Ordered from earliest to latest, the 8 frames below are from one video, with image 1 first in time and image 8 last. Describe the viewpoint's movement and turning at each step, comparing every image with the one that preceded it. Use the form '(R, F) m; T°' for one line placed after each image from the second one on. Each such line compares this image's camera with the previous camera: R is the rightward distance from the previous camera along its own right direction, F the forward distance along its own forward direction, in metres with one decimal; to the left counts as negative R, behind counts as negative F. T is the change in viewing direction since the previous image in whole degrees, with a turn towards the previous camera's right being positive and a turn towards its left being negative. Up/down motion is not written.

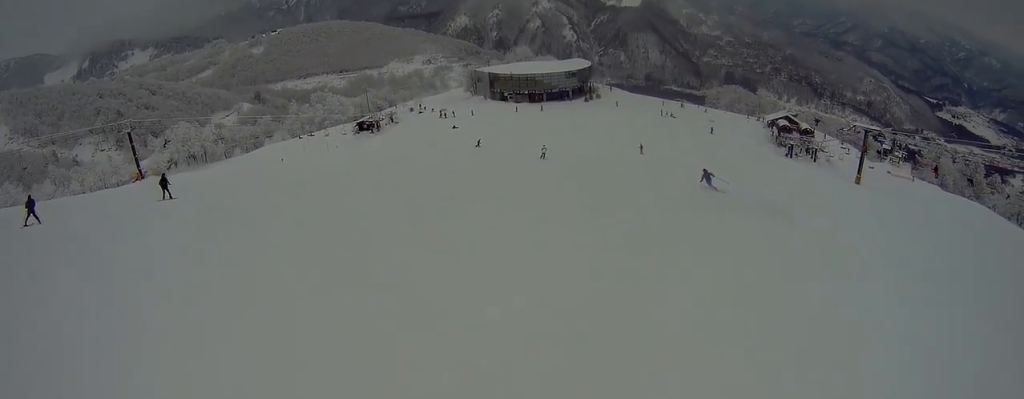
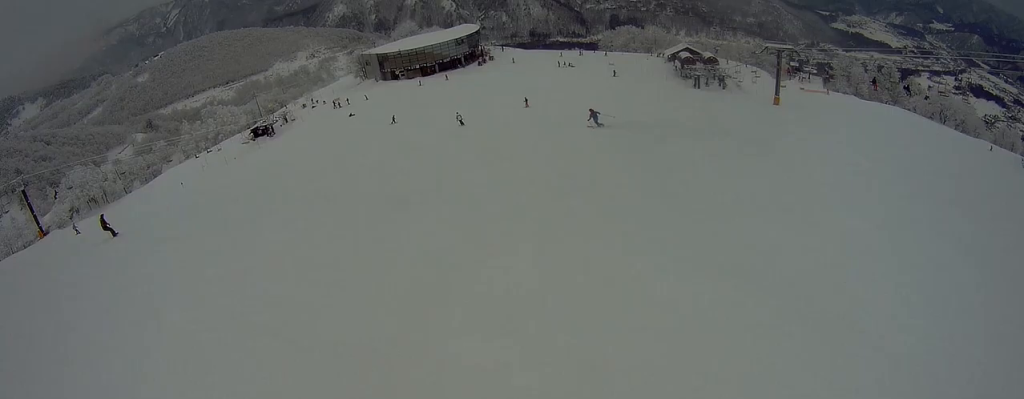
(+0.4, +3.8) m; +16°
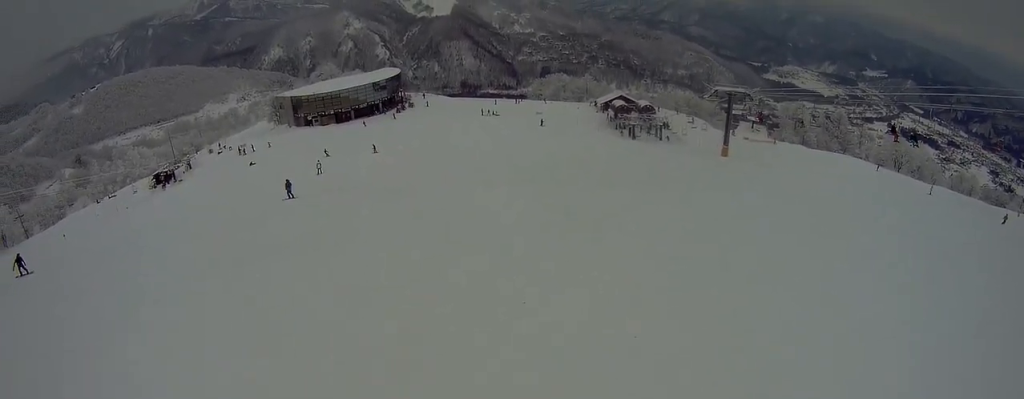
(+4.9, +10.0) m; +19°
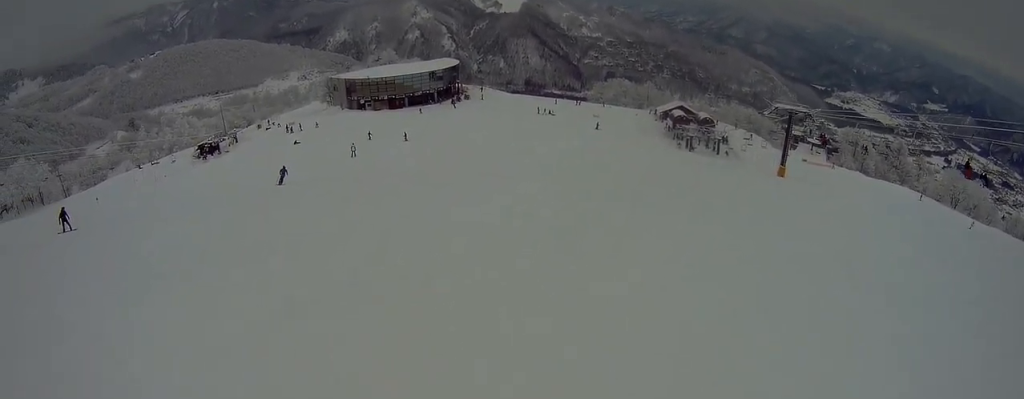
(-0.2, +2.9) m; -16°
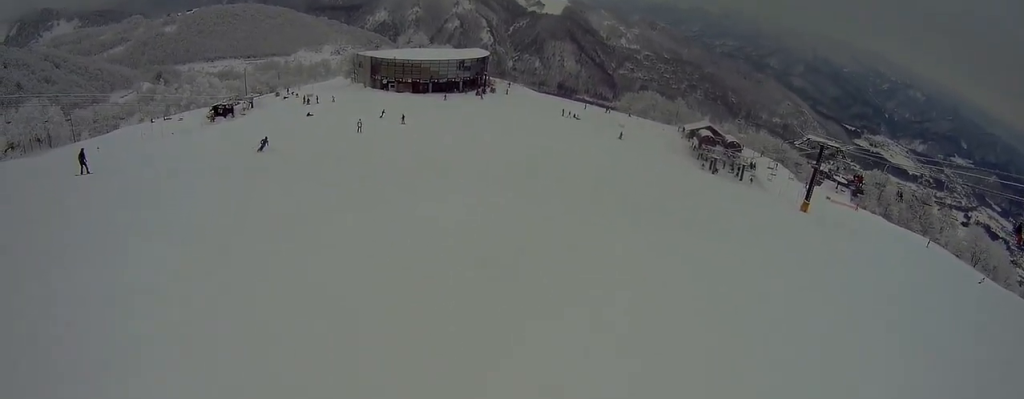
(-0.7, +3.3) m; -8°
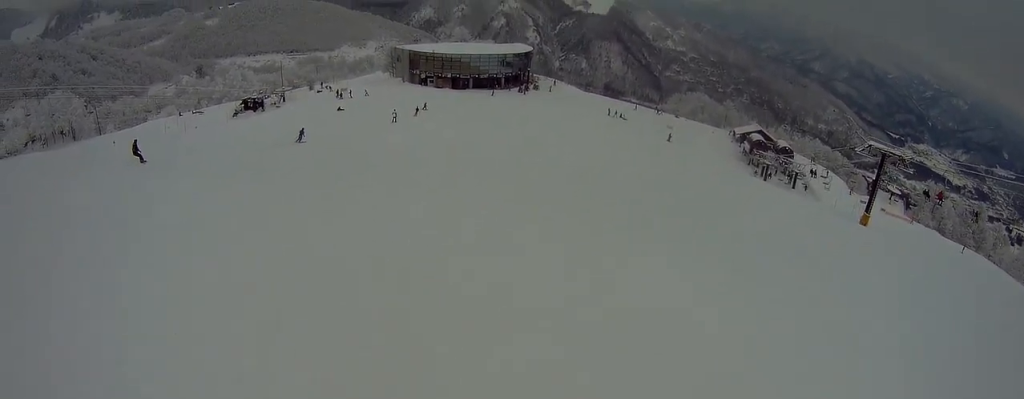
(-0.7, +5.1) m; -3°
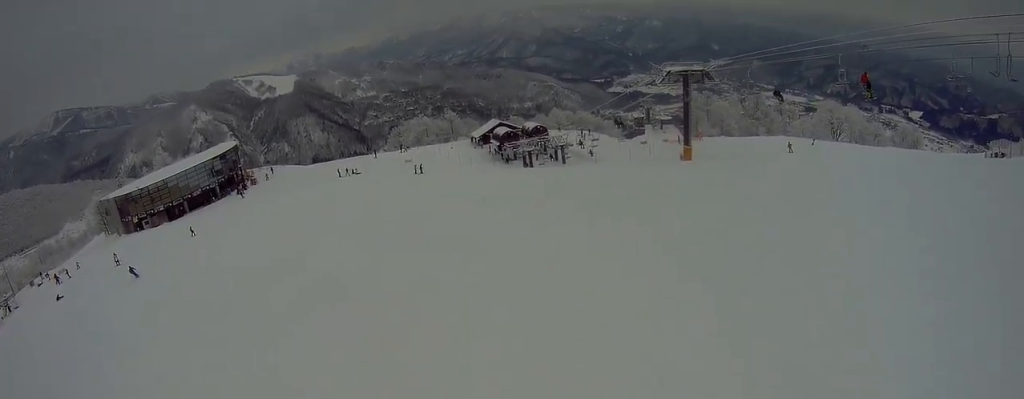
(+5.3, +16.4) m; +29°
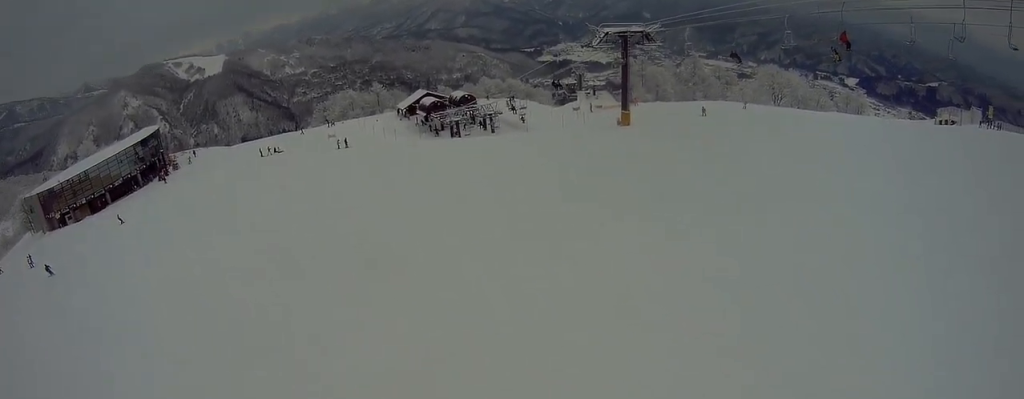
(+0.1, +3.7) m; 0°
